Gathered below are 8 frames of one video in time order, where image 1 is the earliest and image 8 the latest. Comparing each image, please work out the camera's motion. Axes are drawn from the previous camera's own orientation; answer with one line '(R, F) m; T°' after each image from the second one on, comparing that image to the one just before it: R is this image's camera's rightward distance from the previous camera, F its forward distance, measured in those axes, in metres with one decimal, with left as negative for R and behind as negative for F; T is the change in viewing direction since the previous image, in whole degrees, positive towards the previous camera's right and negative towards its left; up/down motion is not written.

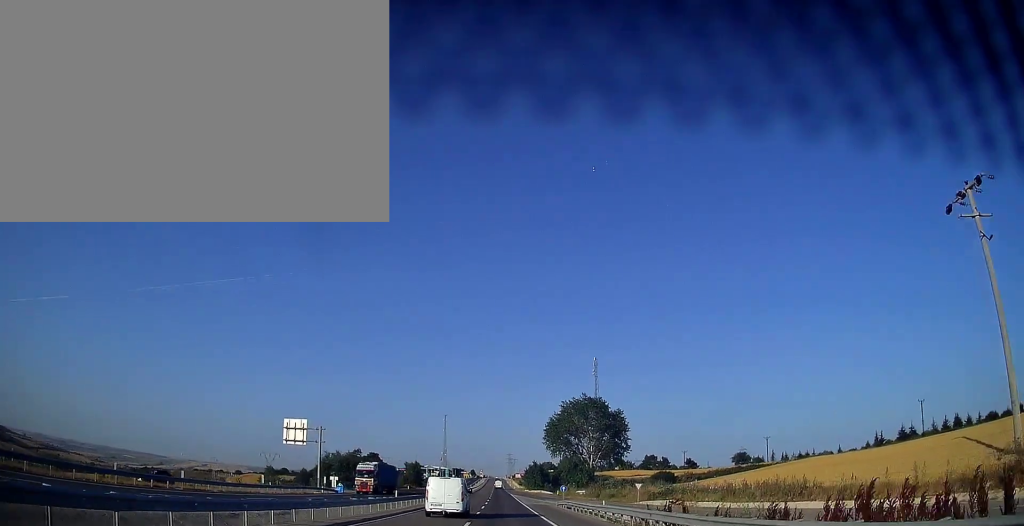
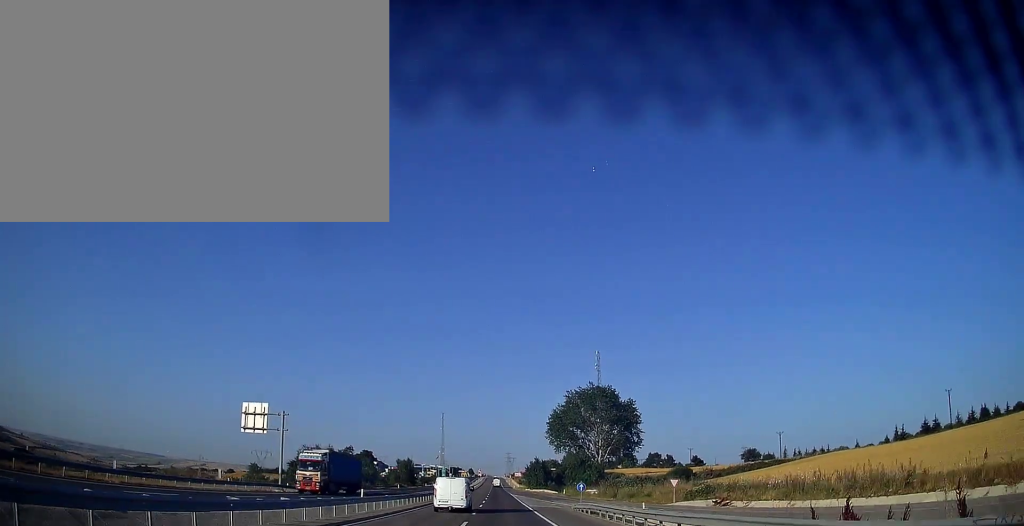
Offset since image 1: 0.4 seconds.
(-0.1, +12.7) m; 0°
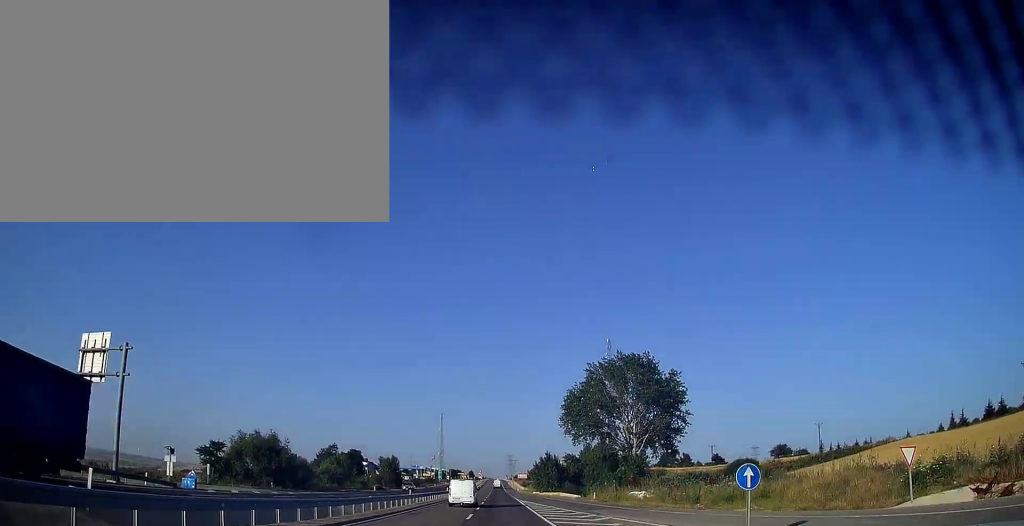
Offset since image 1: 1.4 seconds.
(-0.2, +27.4) m; 0°
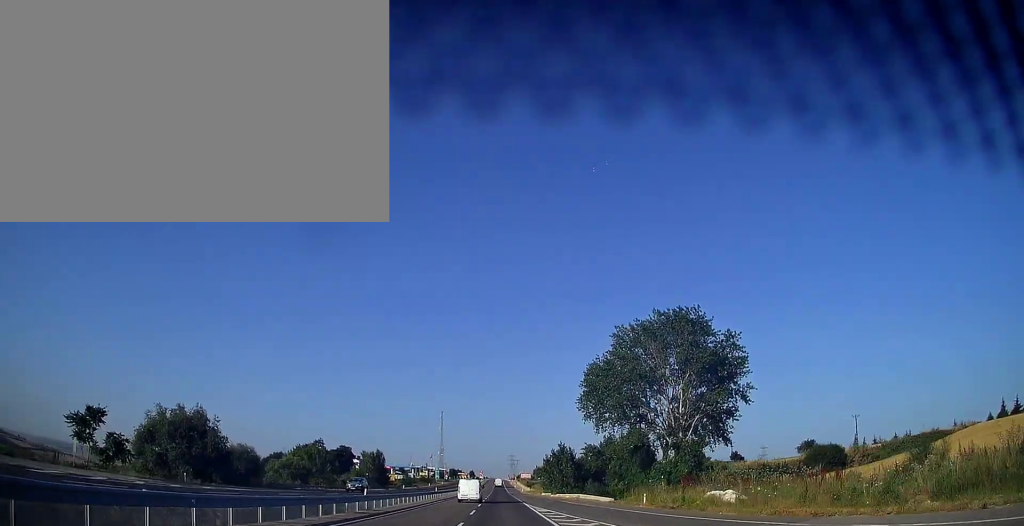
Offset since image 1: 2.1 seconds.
(0.0, +22.5) m; 0°
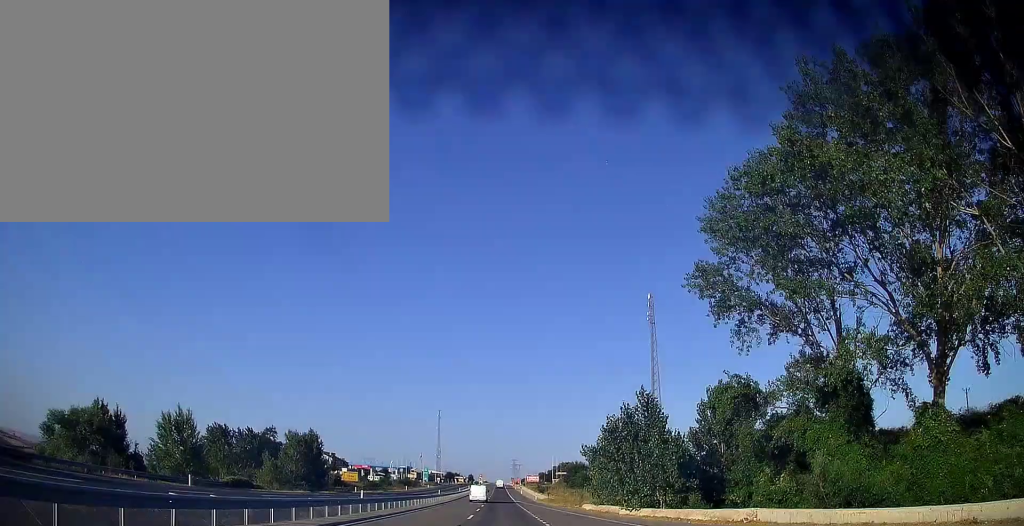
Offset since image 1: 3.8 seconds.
(0.0, +47.9) m; 0°
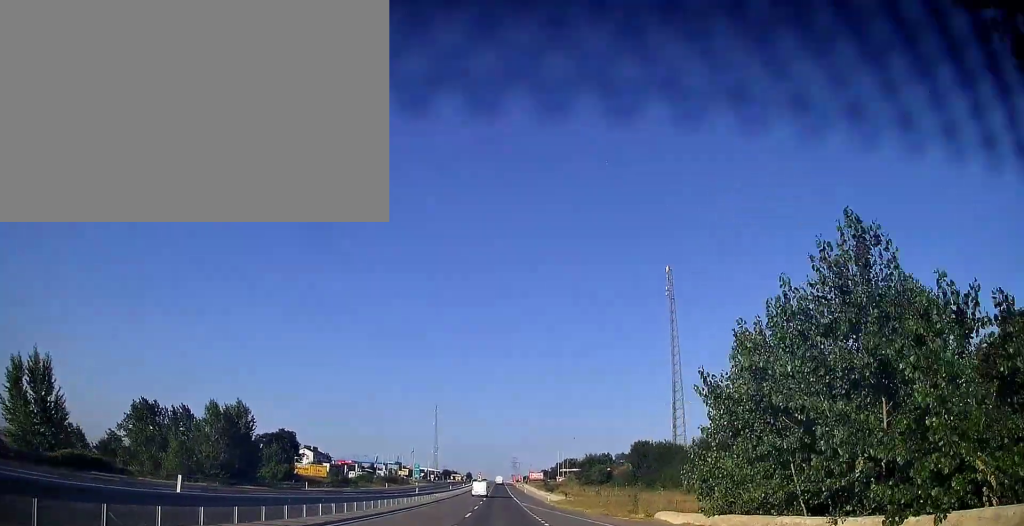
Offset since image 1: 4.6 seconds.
(+0.2, +24.5) m; 0°
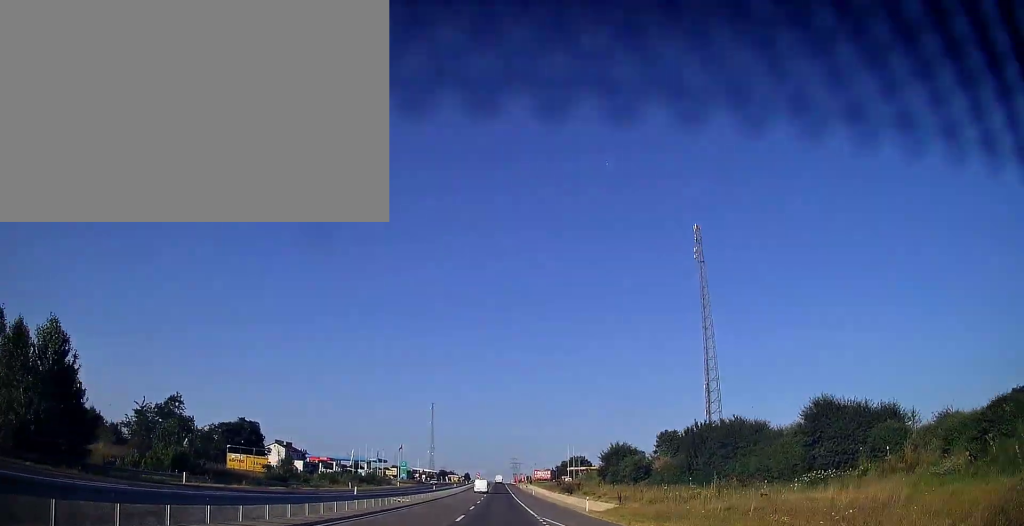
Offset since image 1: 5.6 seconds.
(-0.1, +30.3) m; 0°
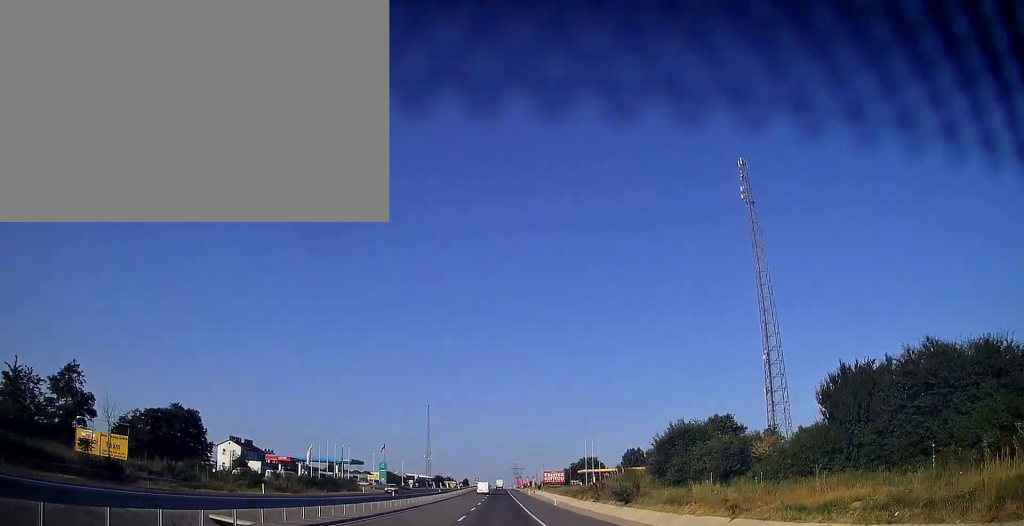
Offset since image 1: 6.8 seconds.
(-0.1, +34.2) m; 0°
